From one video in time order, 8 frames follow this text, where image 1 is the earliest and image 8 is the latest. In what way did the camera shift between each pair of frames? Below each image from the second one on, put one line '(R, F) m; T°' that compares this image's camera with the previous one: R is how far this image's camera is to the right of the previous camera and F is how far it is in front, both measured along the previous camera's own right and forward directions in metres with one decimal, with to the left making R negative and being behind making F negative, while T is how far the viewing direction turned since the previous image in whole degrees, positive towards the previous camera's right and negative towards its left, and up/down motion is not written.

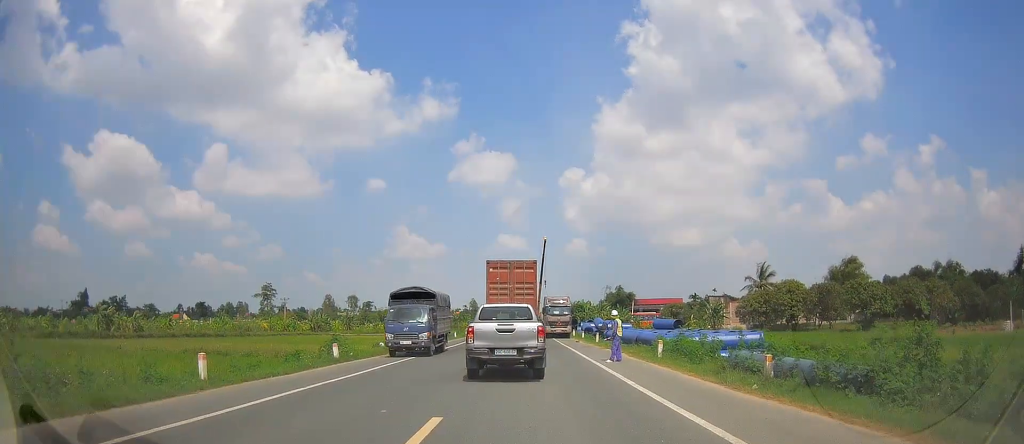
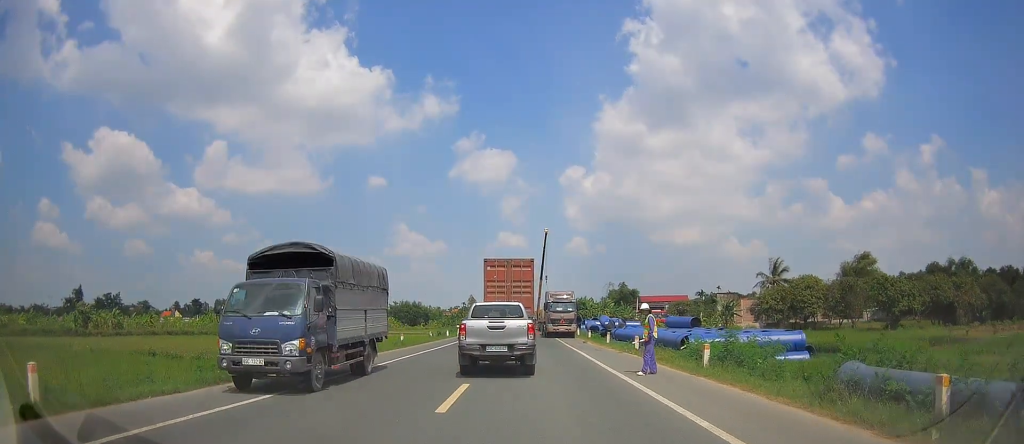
(-0.1, +5.6) m; 0°
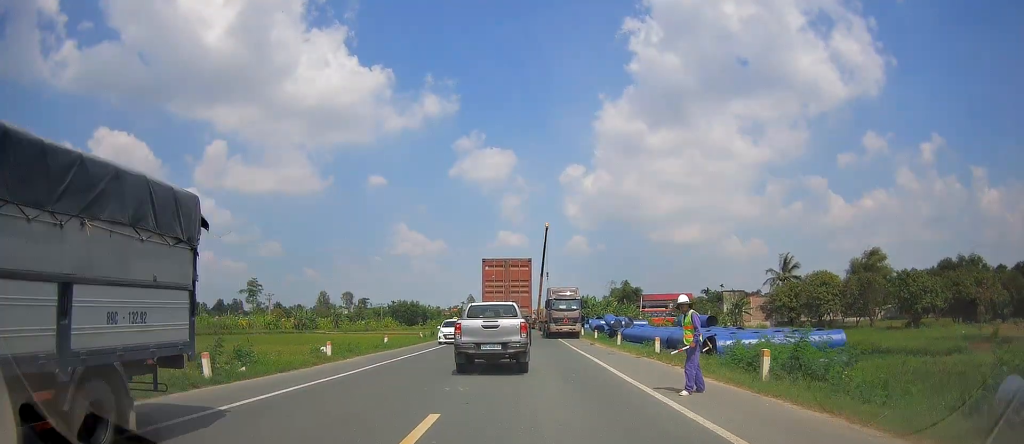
(+0.1, +4.2) m; 0°
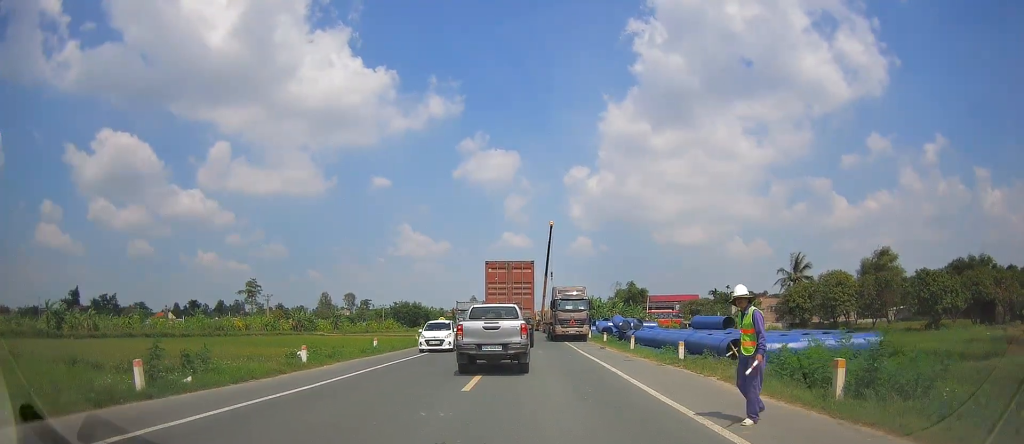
(0.0, +3.0) m; 0°
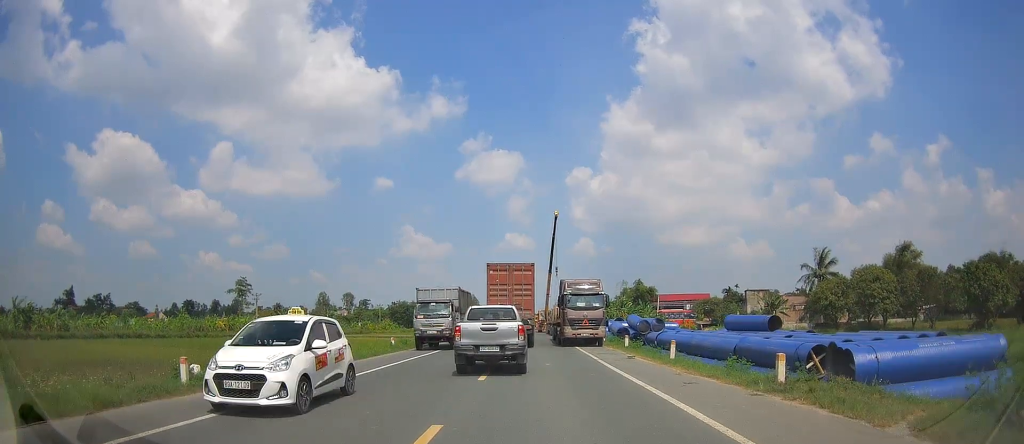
(-0.1, +7.5) m; -1°
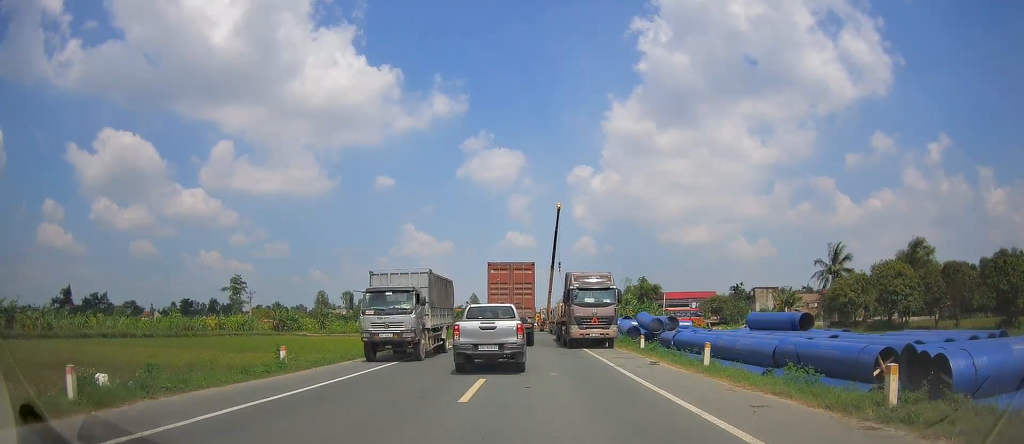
(0.0, +3.8) m; 0°
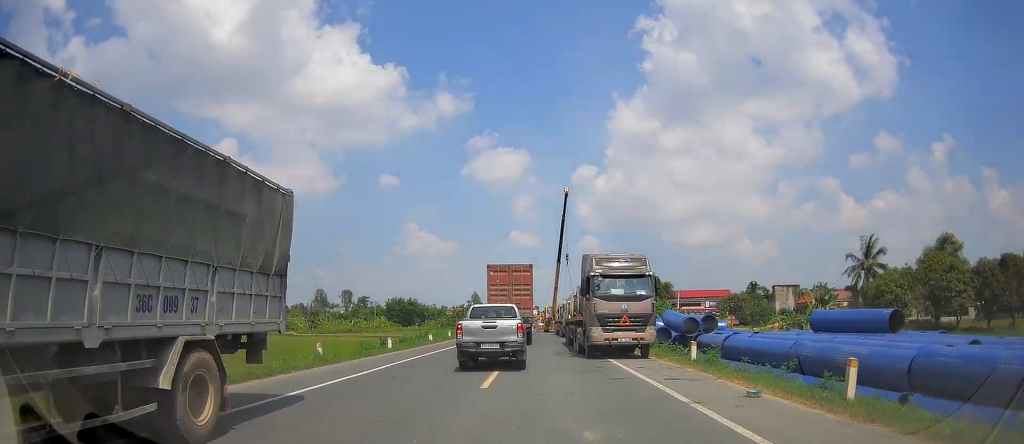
(0.0, +7.9) m; -1°
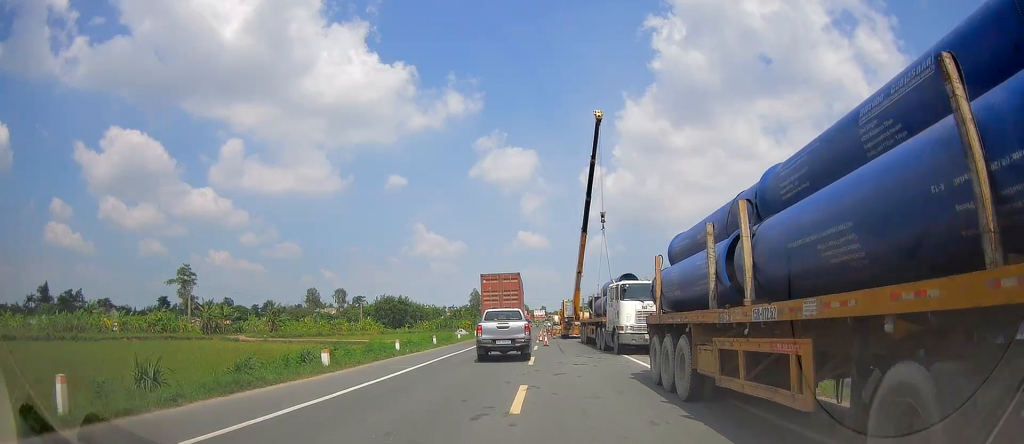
(-0.3, +22.5) m; -2°
